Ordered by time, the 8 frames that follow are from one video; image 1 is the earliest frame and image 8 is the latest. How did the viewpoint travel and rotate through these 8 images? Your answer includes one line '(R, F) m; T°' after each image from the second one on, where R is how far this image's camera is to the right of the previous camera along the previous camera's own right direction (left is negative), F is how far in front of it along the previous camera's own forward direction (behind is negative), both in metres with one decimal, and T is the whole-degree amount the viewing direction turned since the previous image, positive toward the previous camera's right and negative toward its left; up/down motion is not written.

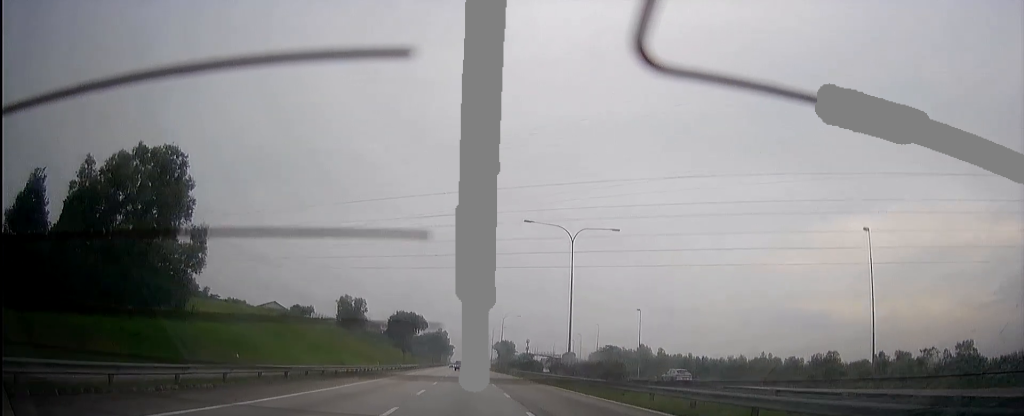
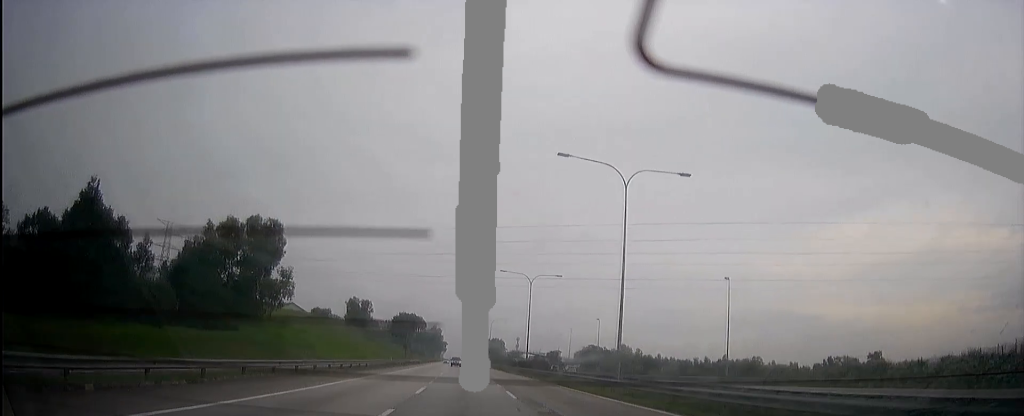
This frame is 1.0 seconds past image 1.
(-0.2, +26.1) m; -1°
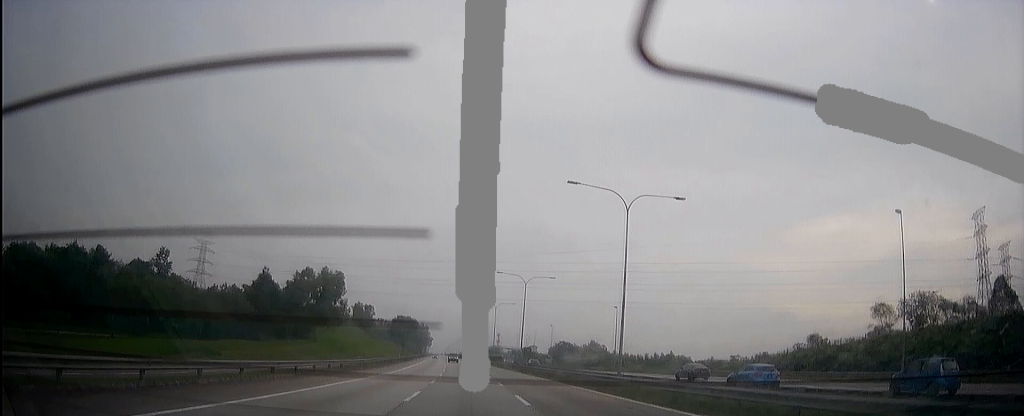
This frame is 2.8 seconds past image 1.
(-0.7, +44.2) m; -2°
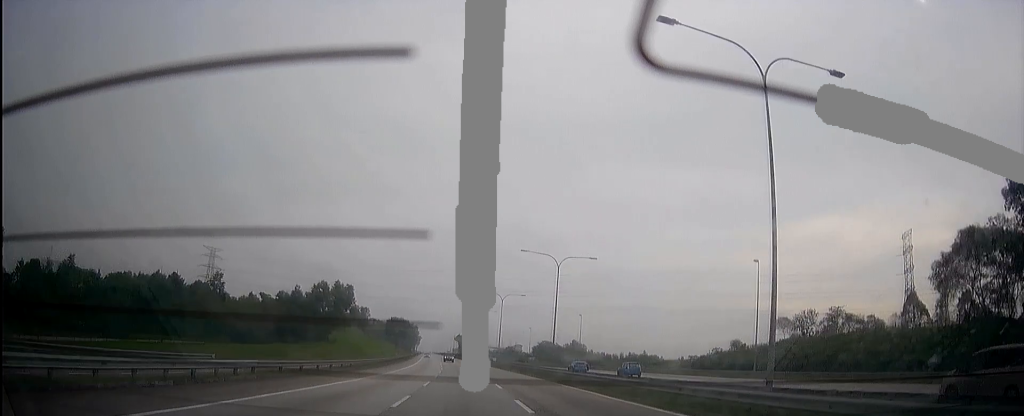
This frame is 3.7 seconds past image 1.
(-0.2, +22.1) m; -1°
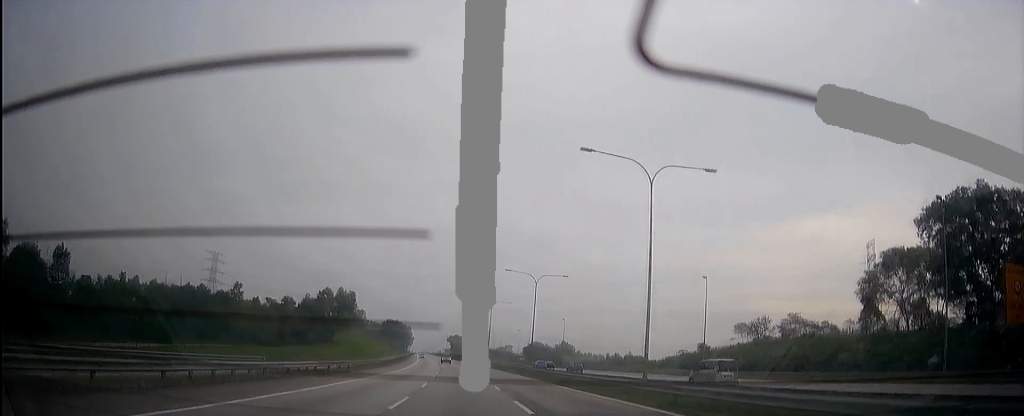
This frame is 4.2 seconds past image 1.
(-0.2, +12.0) m; -1°
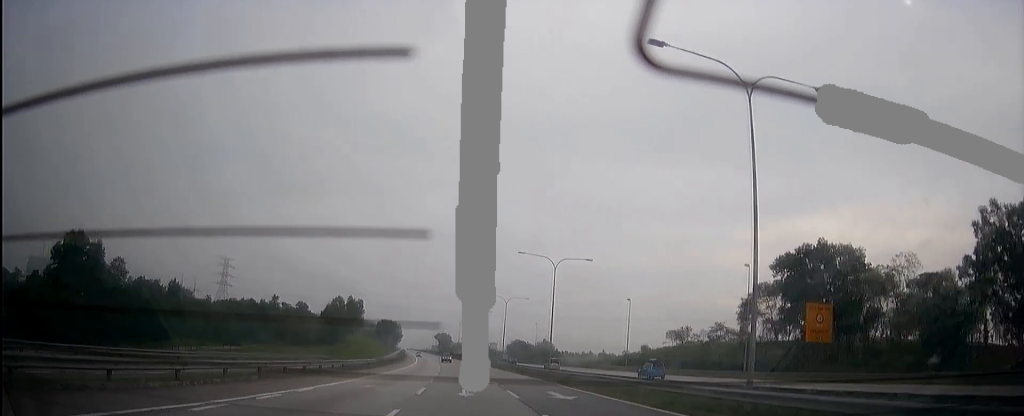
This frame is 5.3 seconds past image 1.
(-0.4, +29.0) m; -1°
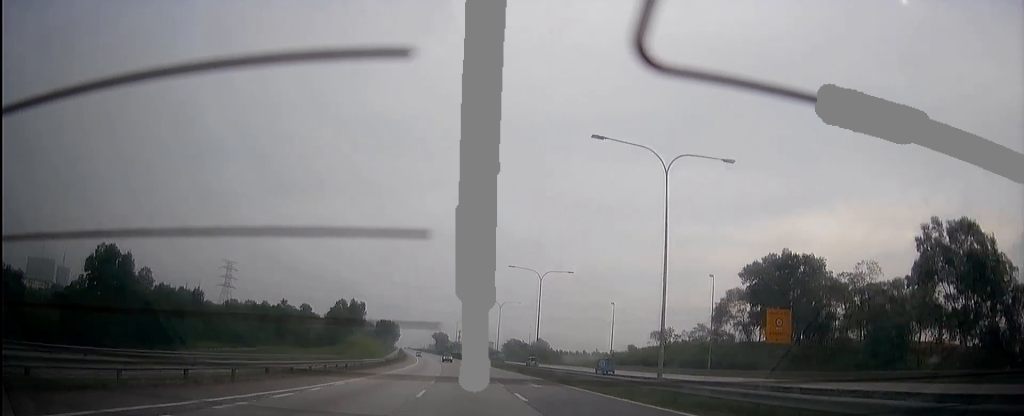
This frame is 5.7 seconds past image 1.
(0.0, +10.0) m; 0°
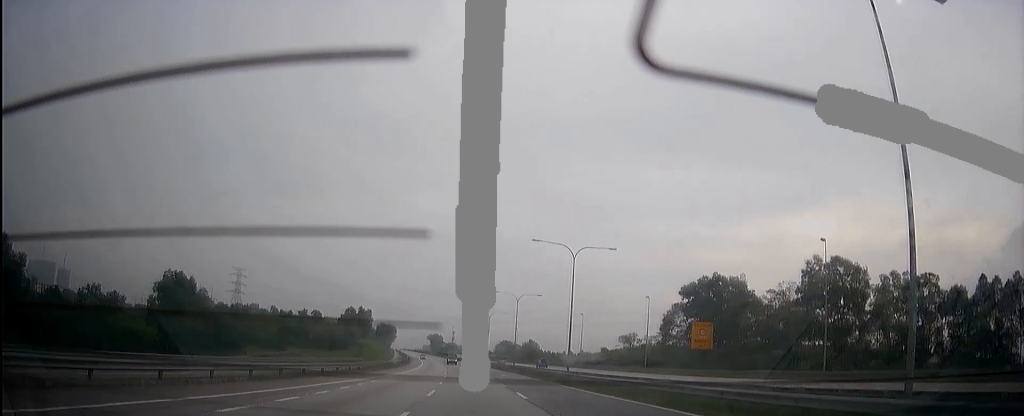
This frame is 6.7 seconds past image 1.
(-0.2, +24.0) m; -1°
